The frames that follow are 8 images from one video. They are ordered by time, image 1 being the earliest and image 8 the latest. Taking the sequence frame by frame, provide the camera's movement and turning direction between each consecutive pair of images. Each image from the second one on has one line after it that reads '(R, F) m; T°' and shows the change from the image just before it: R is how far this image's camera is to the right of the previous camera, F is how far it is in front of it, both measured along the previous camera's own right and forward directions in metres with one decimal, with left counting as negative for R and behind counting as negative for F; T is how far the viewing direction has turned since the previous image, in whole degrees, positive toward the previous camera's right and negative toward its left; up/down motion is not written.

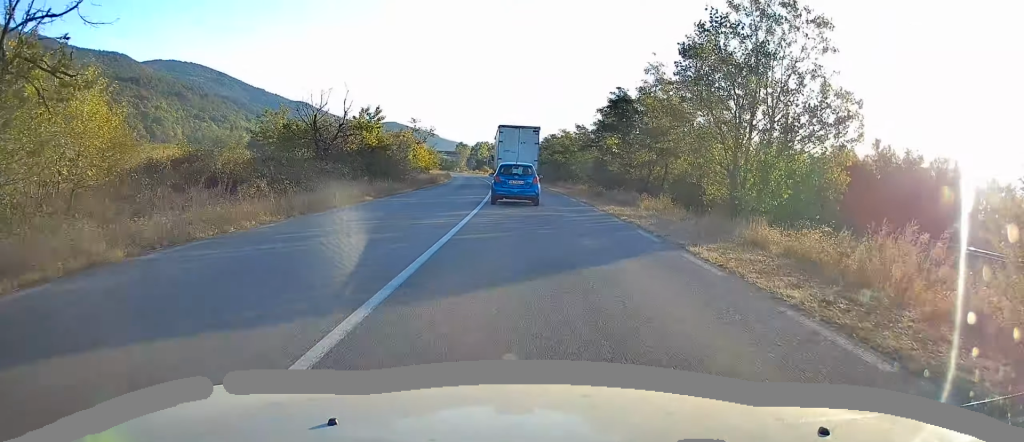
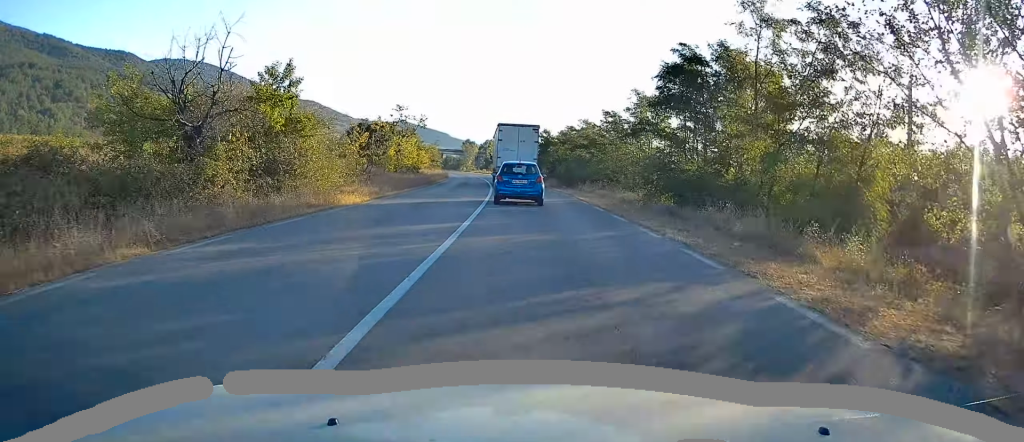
(0.0, +15.7) m; -1°
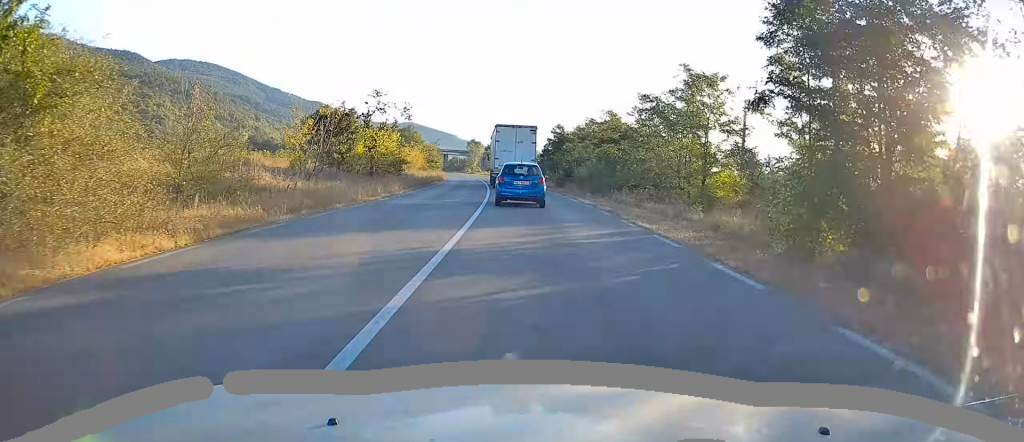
(-0.3, +13.6) m; -1°
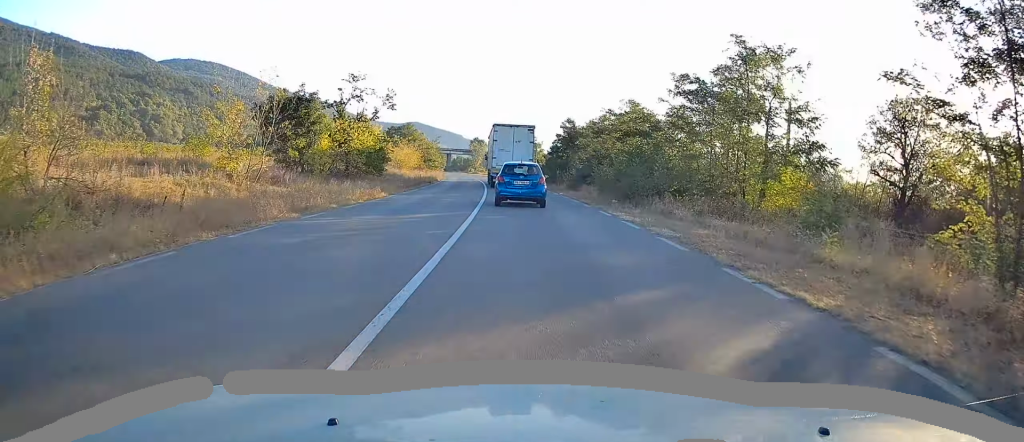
(-0.1, +8.8) m; -1°
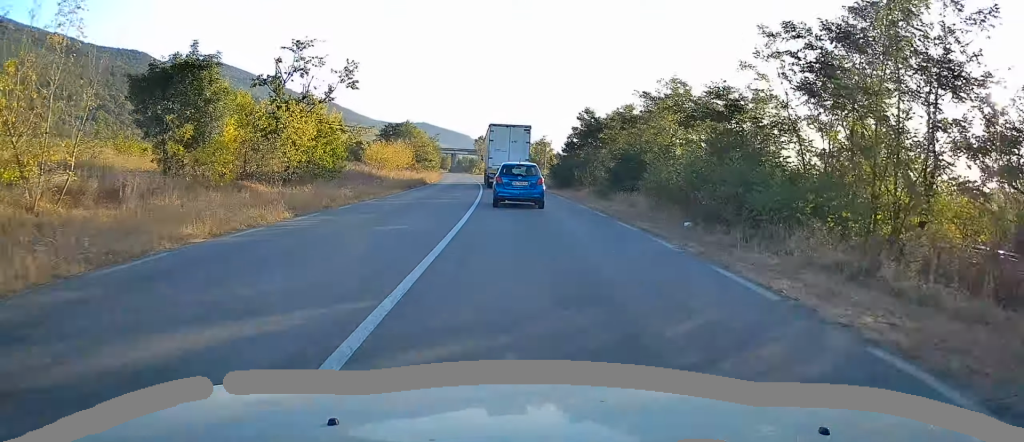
(0.0, +12.2) m; 0°
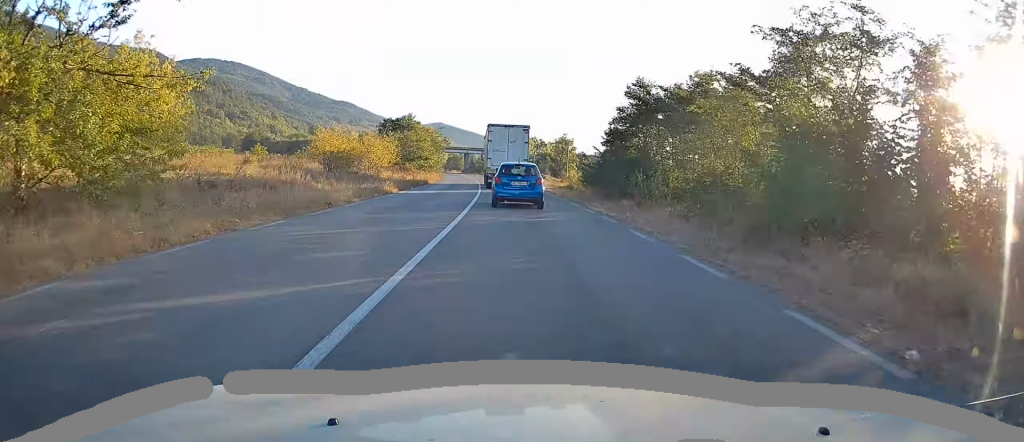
(0.0, +18.9) m; -1°
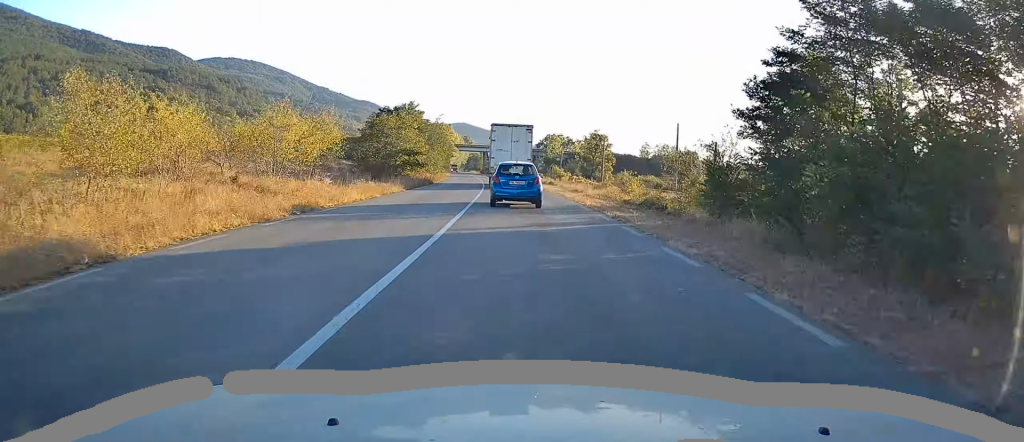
(-0.5, +23.5) m; -3°
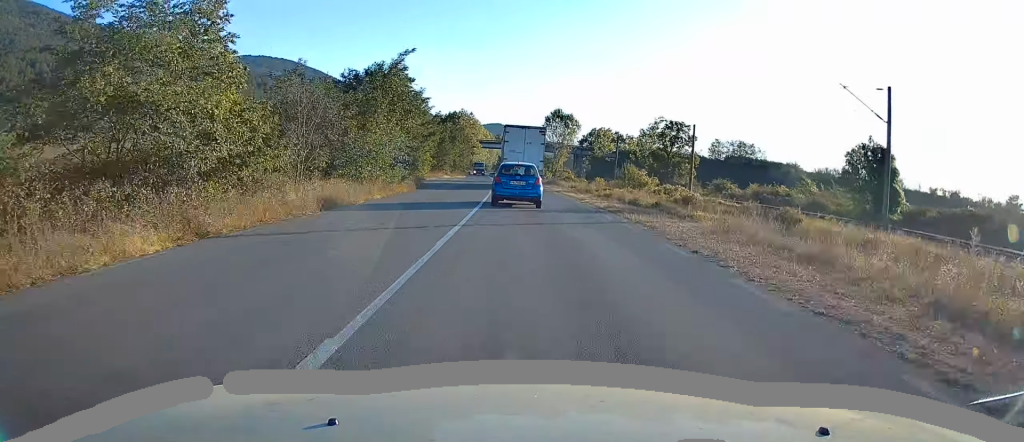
(-1.0, +39.5) m; -2°
